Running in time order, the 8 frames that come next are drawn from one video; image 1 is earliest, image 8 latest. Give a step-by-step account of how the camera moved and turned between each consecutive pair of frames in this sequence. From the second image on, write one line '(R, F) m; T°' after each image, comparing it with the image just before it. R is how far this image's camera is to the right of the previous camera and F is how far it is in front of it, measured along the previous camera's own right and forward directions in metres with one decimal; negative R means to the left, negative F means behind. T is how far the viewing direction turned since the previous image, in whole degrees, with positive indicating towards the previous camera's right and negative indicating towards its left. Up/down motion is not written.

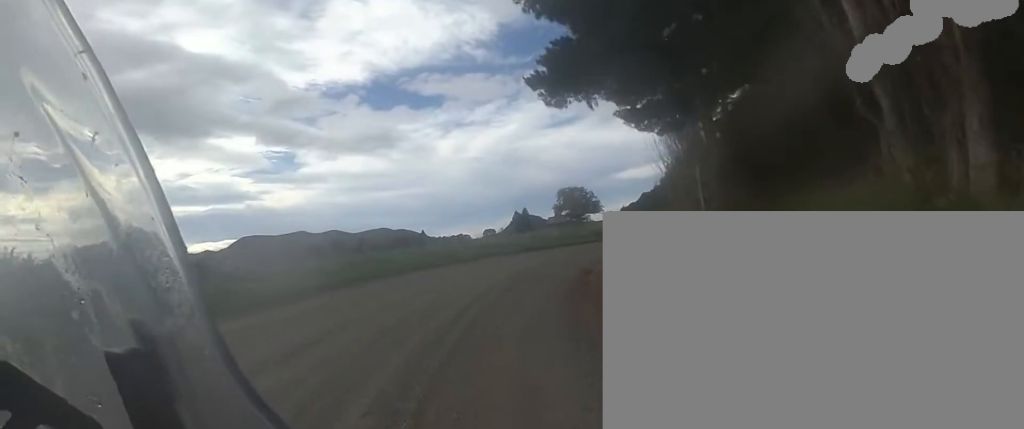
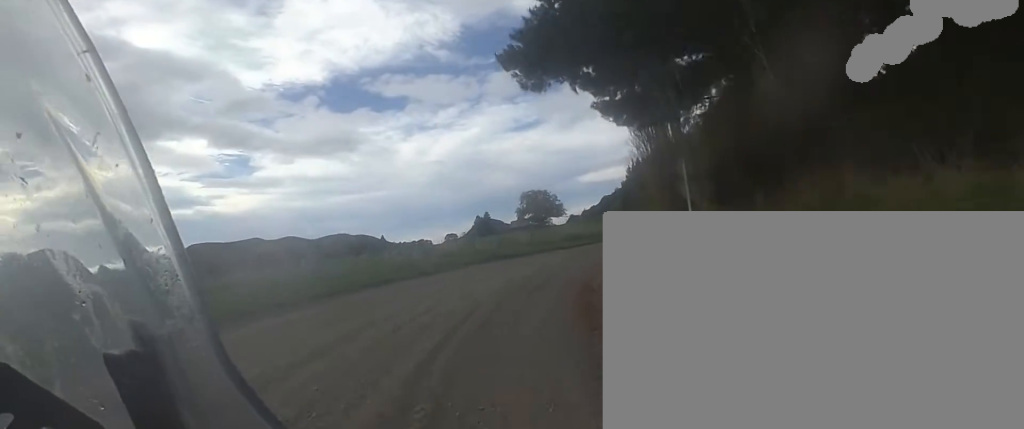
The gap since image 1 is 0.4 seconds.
(+0.4, +2.9) m; +5°
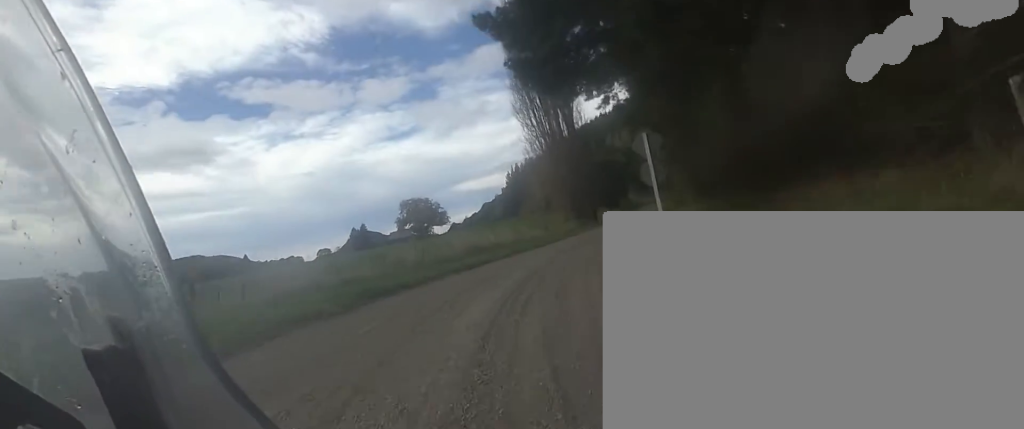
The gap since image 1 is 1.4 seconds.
(+0.7, +6.8) m; +13°
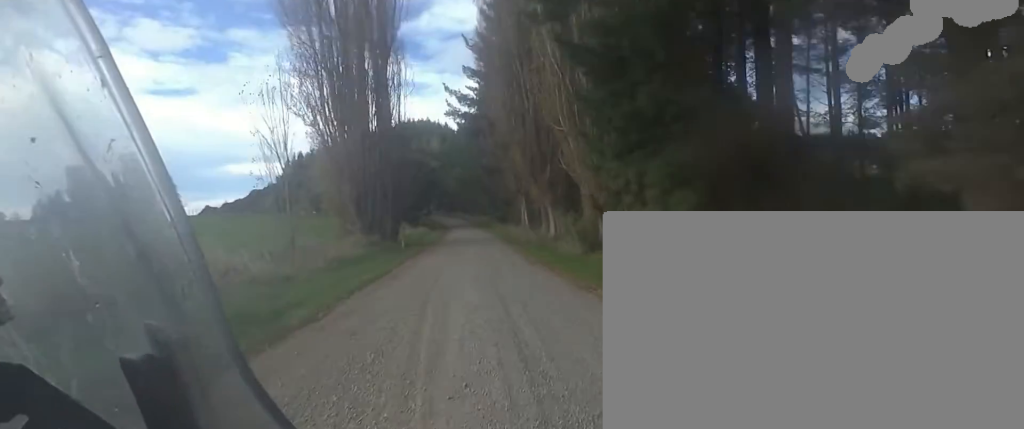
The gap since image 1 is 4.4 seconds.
(+7.9, +23.1) m; +27°
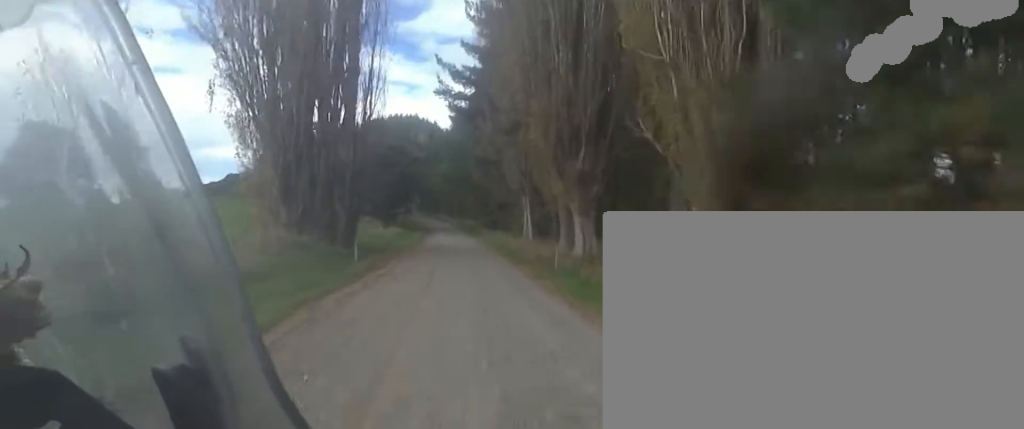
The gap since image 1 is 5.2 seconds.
(+0.2, +9.4) m; -1°
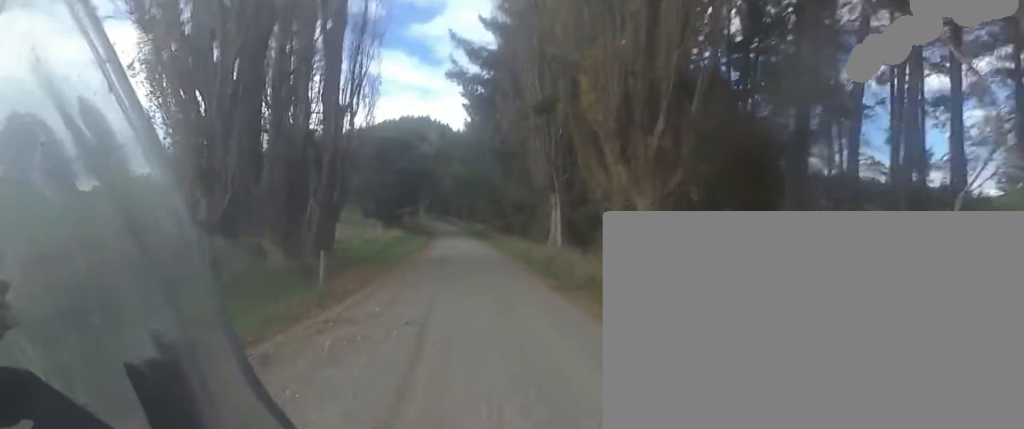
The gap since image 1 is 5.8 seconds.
(-0.3, +6.4) m; -2°
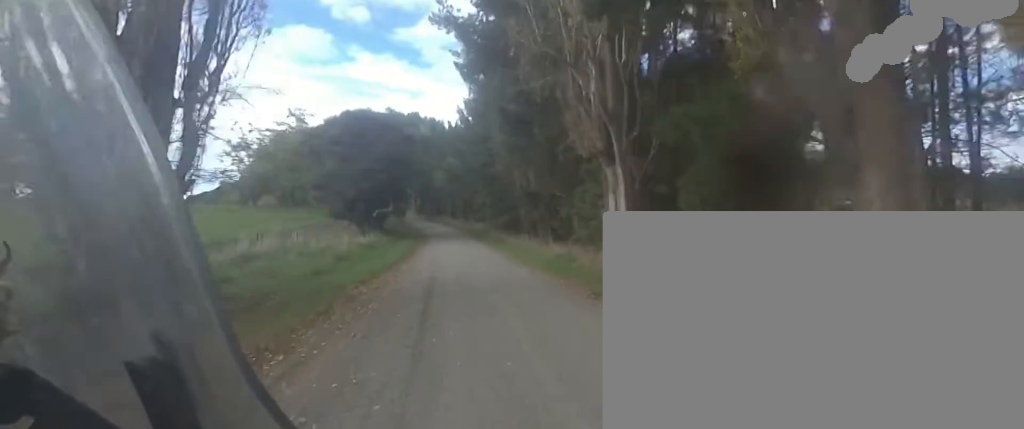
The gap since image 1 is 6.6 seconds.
(-0.1, +11.3) m; -2°
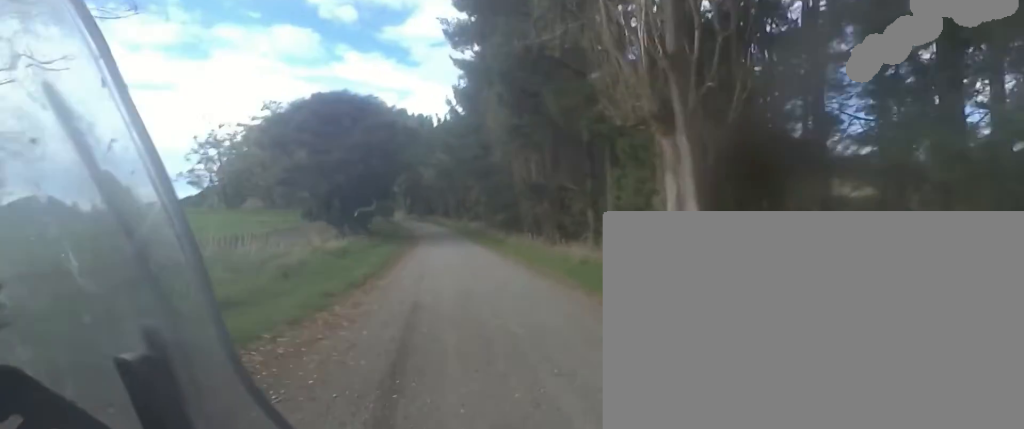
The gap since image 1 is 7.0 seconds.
(+0.1, +5.3) m; -1°
